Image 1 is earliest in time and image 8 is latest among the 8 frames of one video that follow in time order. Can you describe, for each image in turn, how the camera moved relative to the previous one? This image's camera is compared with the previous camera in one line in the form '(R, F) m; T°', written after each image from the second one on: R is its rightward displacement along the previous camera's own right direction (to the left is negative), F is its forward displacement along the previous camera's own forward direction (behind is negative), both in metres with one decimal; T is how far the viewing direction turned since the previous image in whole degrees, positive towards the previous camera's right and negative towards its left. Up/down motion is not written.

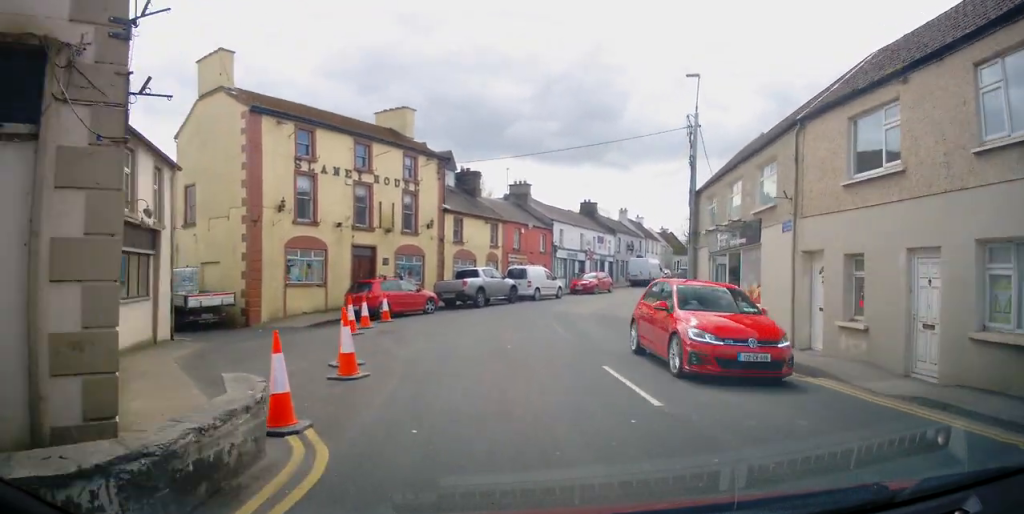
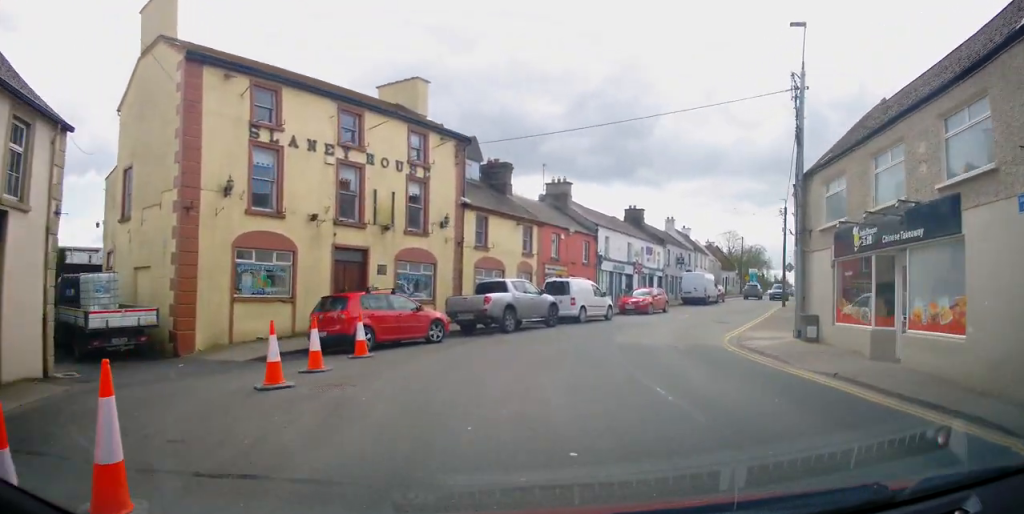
(-0.2, +6.9) m; -3°
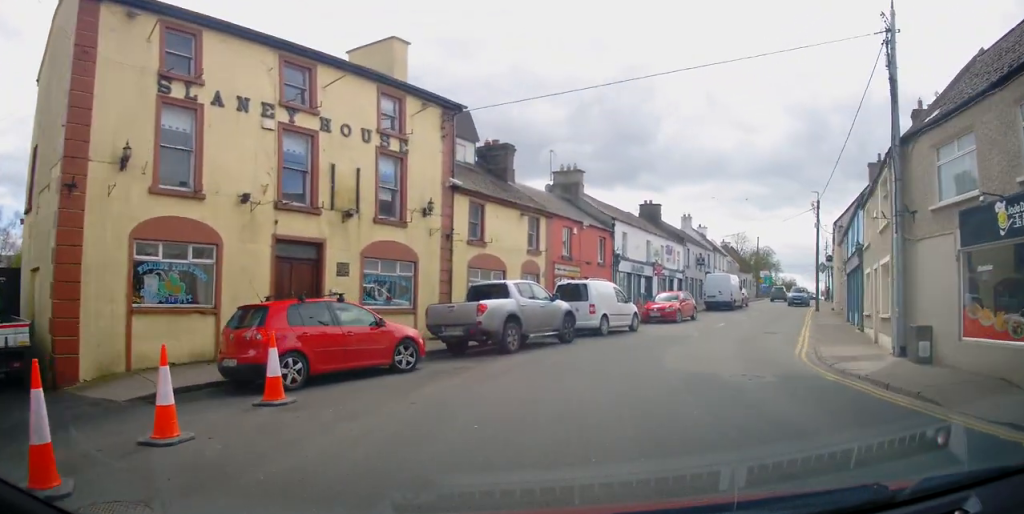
(-0.1, +4.8) m; +1°
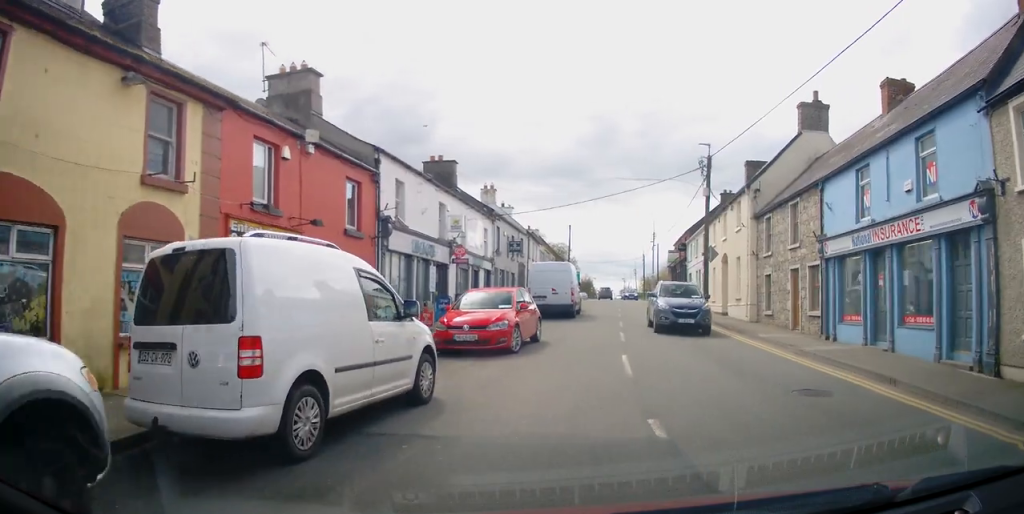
(+1.9, +14.5) m; +19°
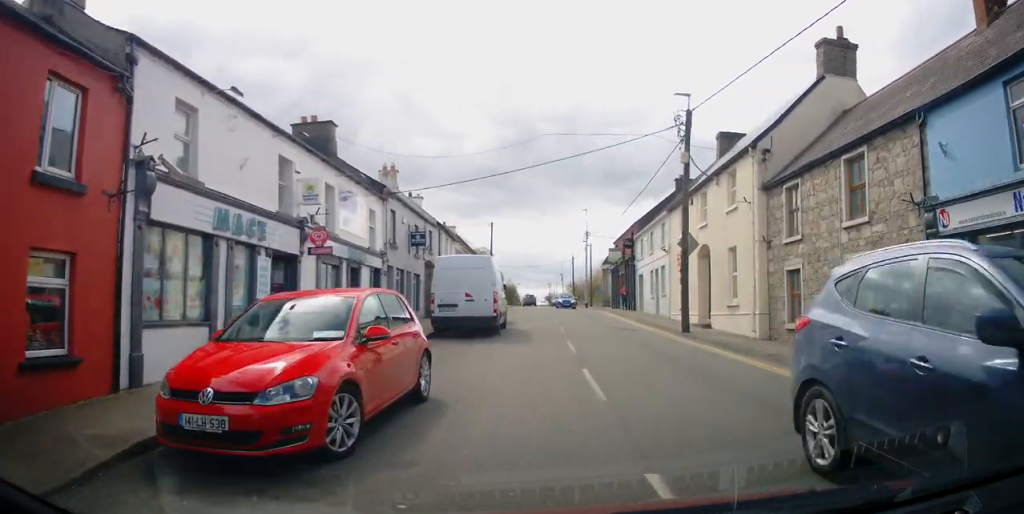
(+1.0, +7.9) m; +9°
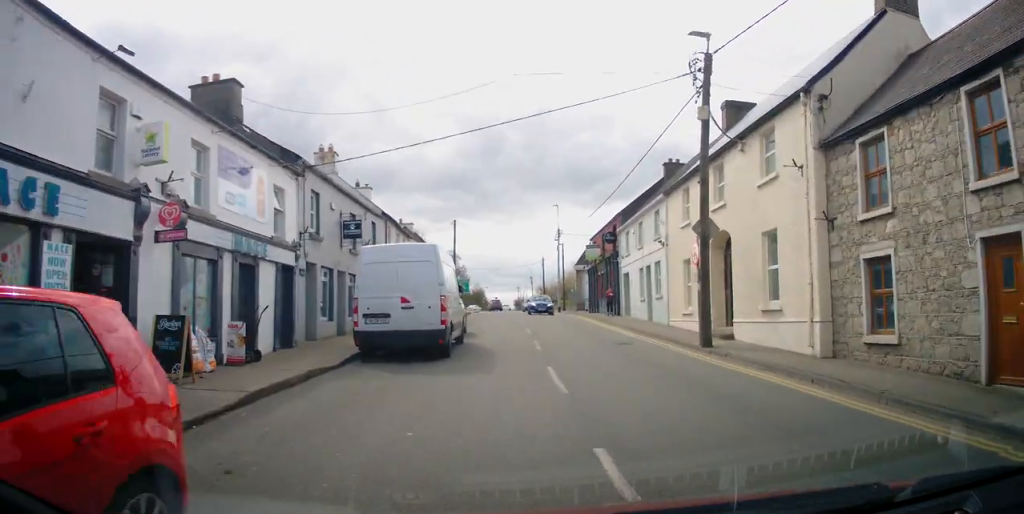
(-0.2, +5.1) m; +2°
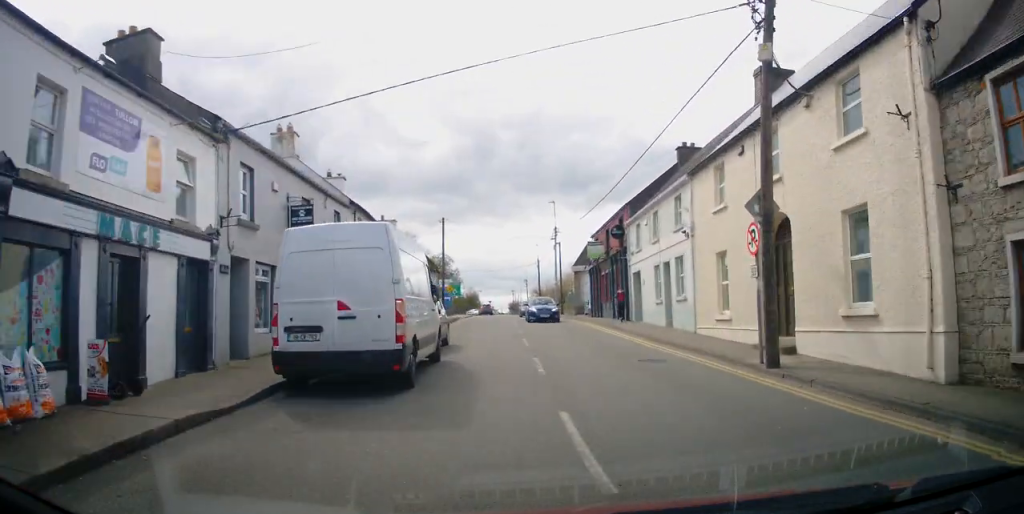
(+0.3, +4.1) m; -1°
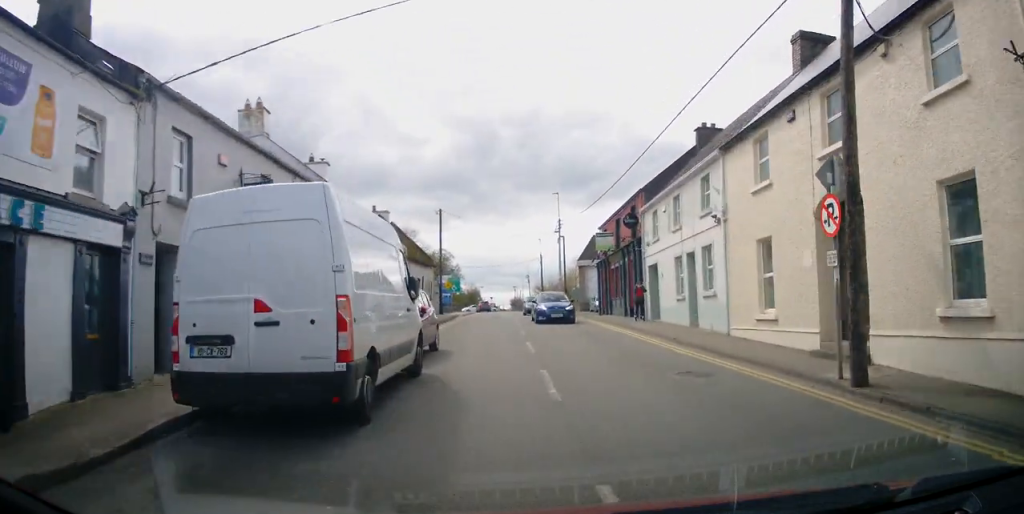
(+0.2, +2.8) m; 0°
